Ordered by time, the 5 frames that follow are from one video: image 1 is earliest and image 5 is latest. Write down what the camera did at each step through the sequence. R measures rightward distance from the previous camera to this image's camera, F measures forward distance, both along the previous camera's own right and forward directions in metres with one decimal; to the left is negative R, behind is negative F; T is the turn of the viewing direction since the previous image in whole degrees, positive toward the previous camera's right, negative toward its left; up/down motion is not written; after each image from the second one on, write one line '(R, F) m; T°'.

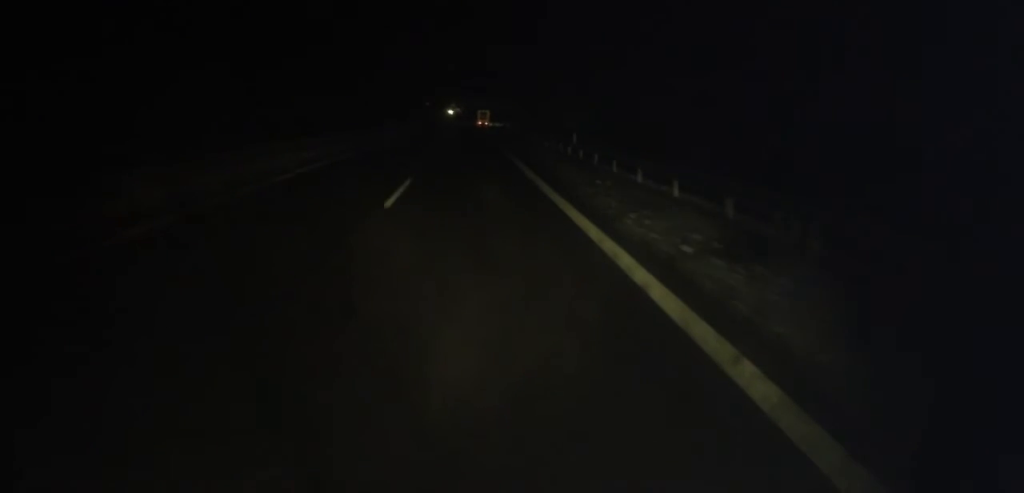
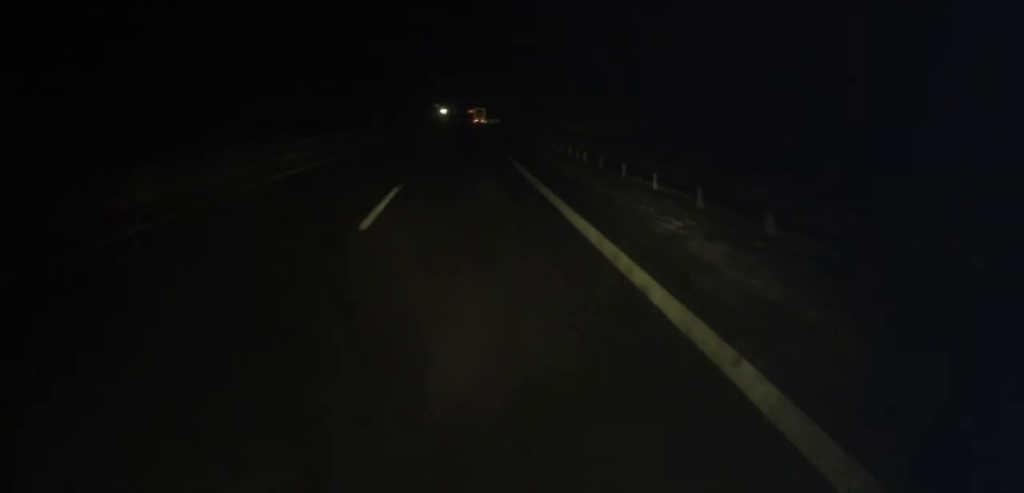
(+0.5, +35.3) m; +1°
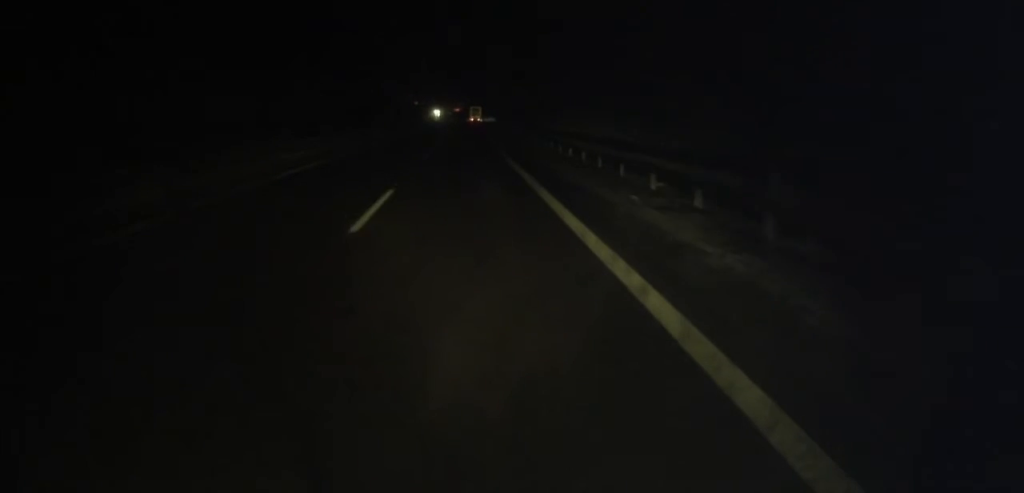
(0.0, +37.9) m; 0°
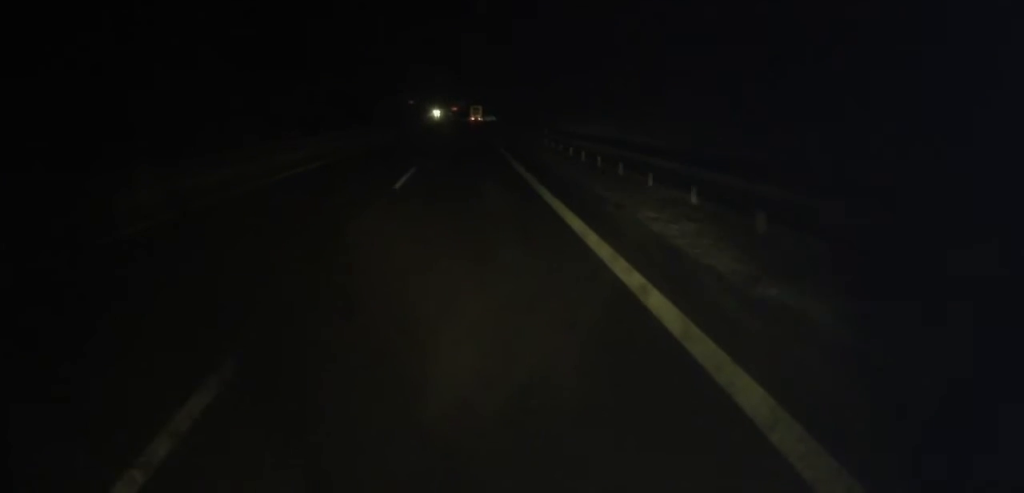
(0.0, +11.5) m; 0°
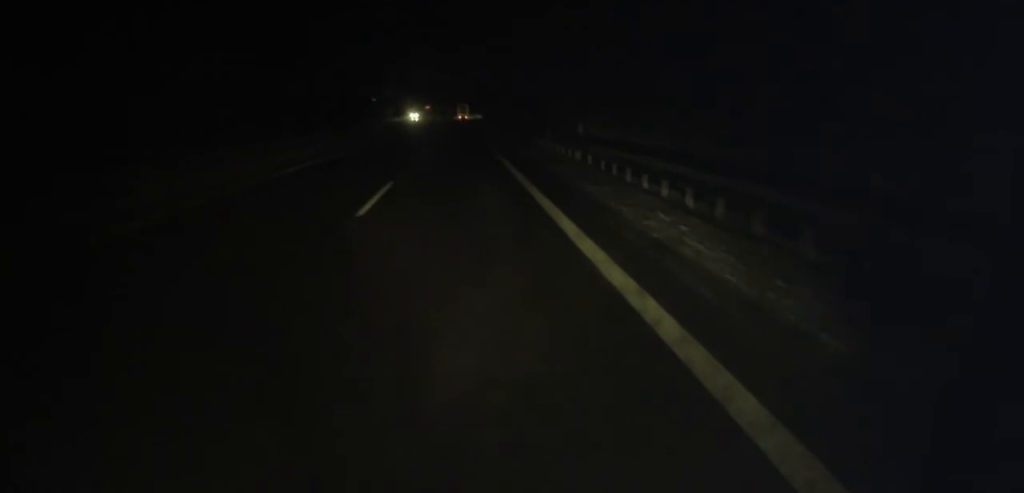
(+0.5, +50.4) m; +1°
